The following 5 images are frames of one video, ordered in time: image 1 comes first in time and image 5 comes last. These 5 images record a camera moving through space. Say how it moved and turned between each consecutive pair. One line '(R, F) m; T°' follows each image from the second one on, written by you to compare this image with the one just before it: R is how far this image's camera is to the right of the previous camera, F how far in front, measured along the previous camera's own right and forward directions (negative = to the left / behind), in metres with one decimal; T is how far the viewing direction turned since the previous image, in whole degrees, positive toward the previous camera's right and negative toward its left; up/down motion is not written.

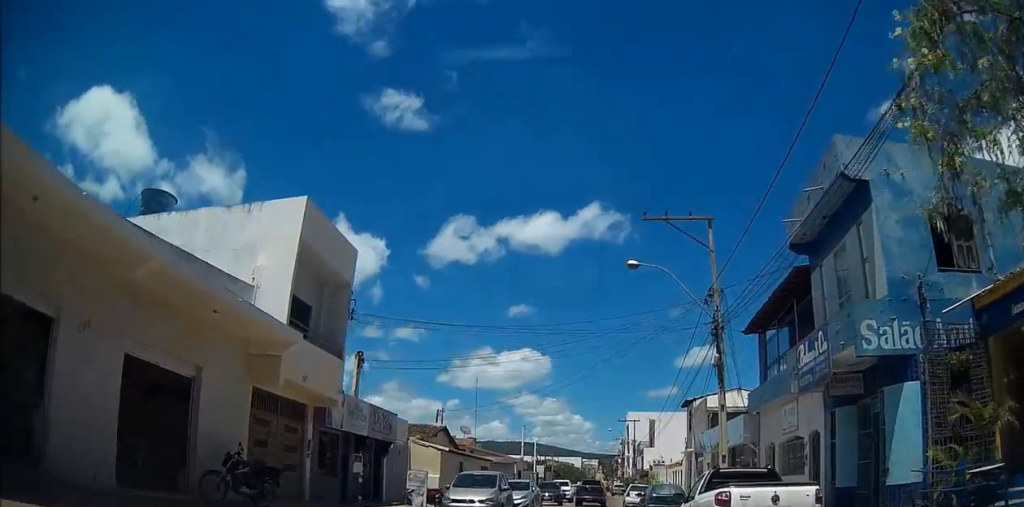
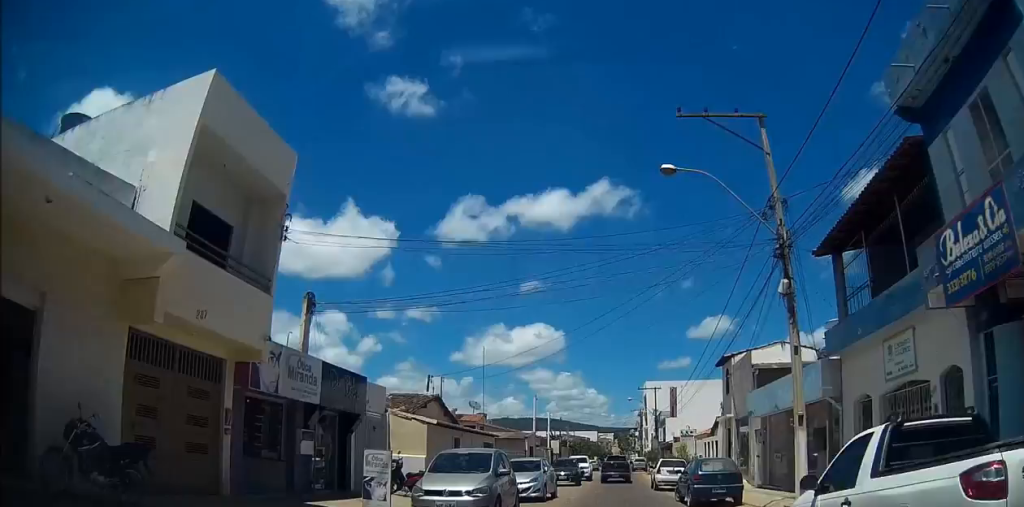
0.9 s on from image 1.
(-0.2, +4.5) m; -4°
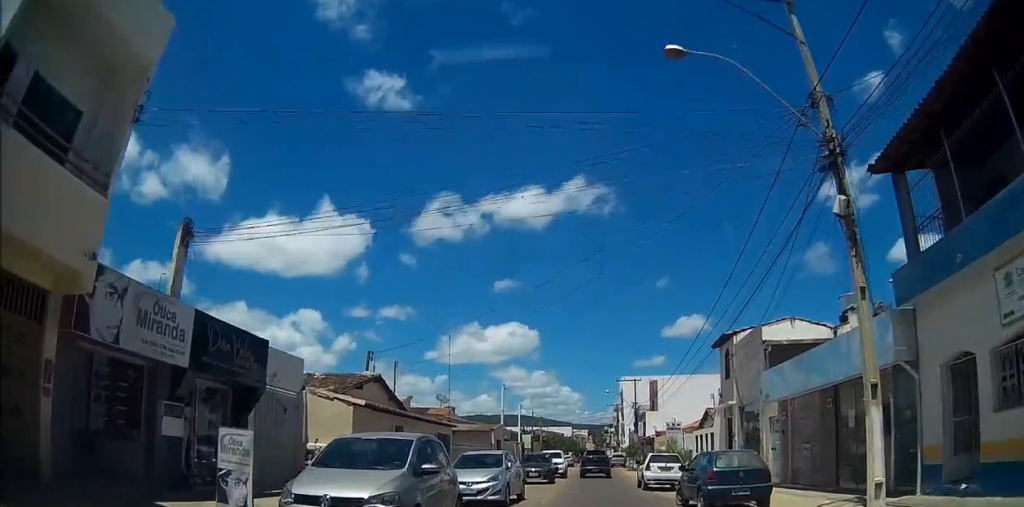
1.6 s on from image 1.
(-0.2, +4.1) m; +1°
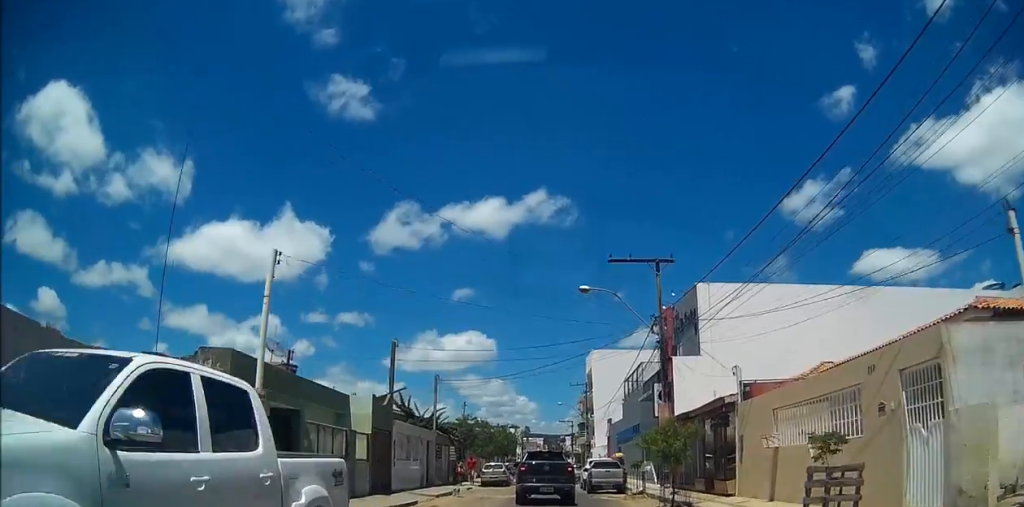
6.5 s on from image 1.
(+2.4, +35.1) m; +5°
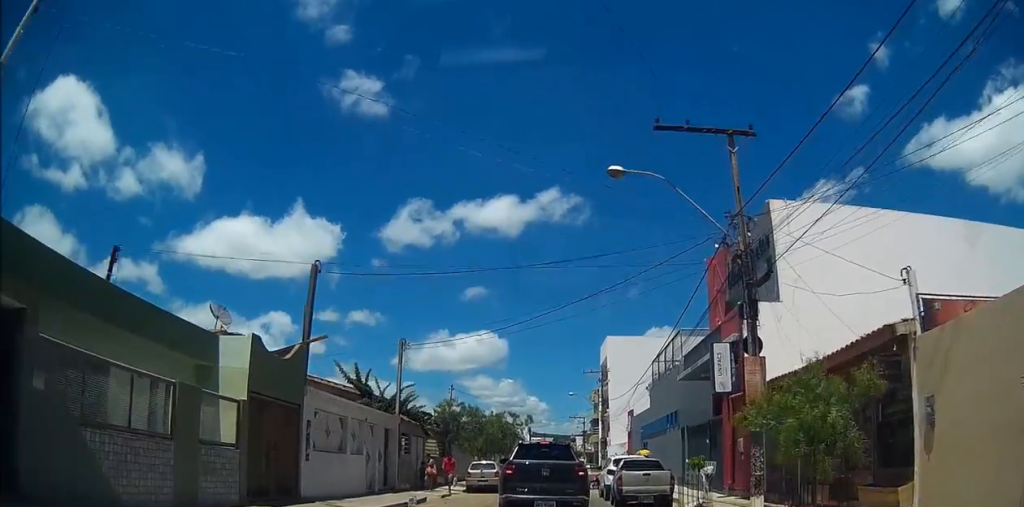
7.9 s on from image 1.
(0.0, +9.7) m; -1°
